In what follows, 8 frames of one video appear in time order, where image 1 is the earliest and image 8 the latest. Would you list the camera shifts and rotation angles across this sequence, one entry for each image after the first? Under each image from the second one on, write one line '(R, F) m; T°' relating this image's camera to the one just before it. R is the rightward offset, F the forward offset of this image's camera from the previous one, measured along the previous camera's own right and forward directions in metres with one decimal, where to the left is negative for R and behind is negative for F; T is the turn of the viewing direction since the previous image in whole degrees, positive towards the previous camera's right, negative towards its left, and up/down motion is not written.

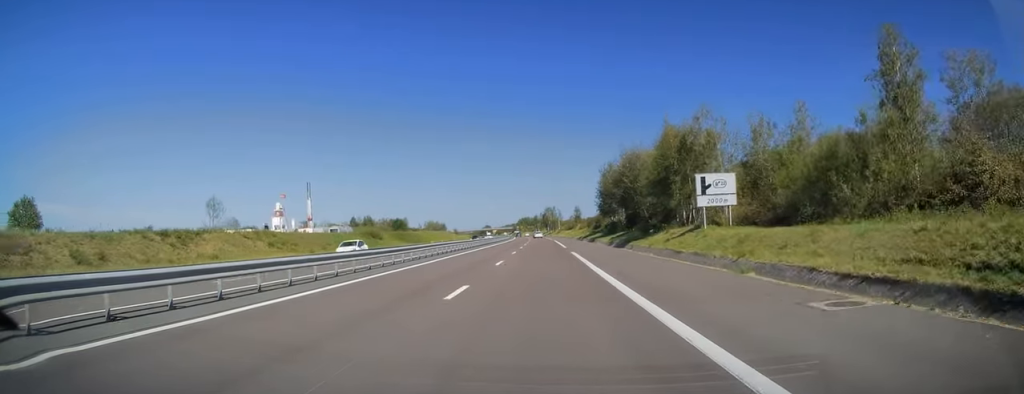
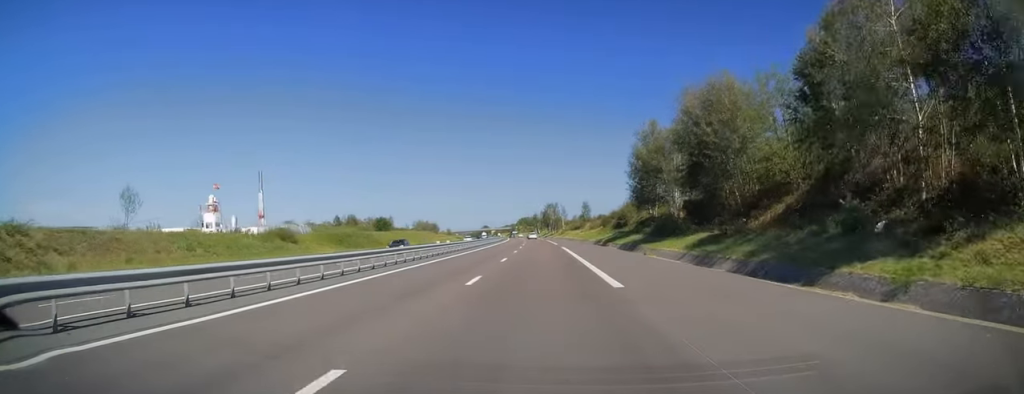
(+0.4, +35.4) m; 0°
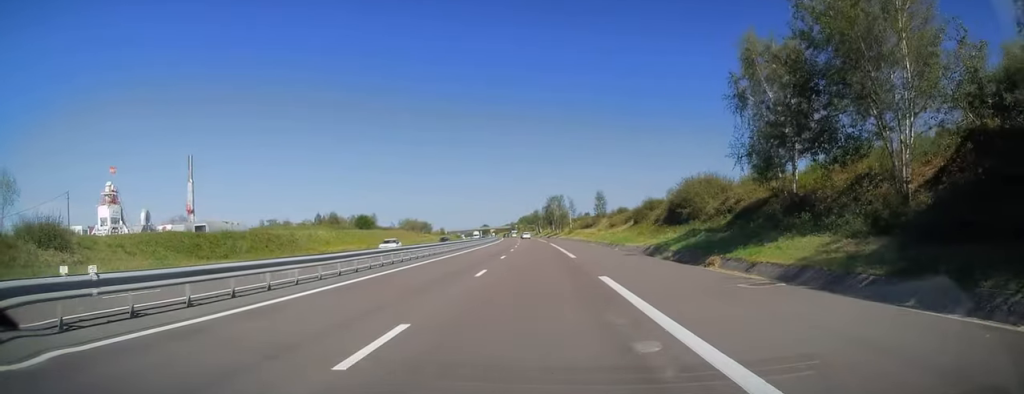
(-0.5, +35.9) m; -1°
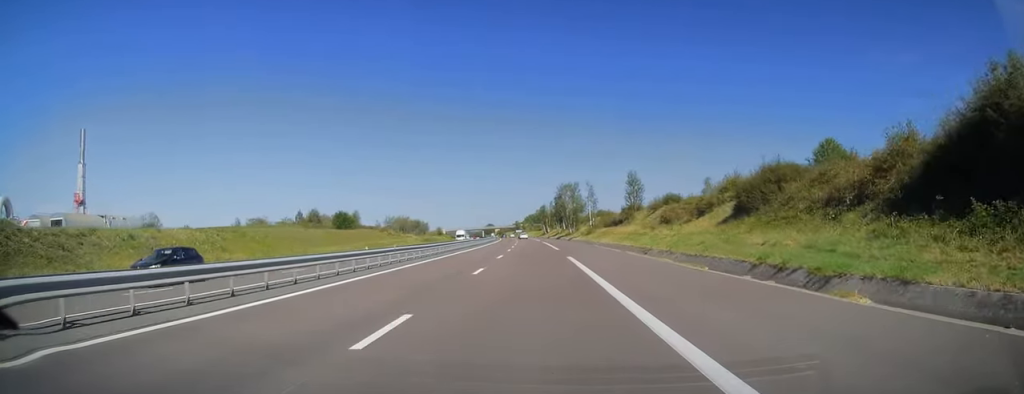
(-0.4, +37.8) m; -1°
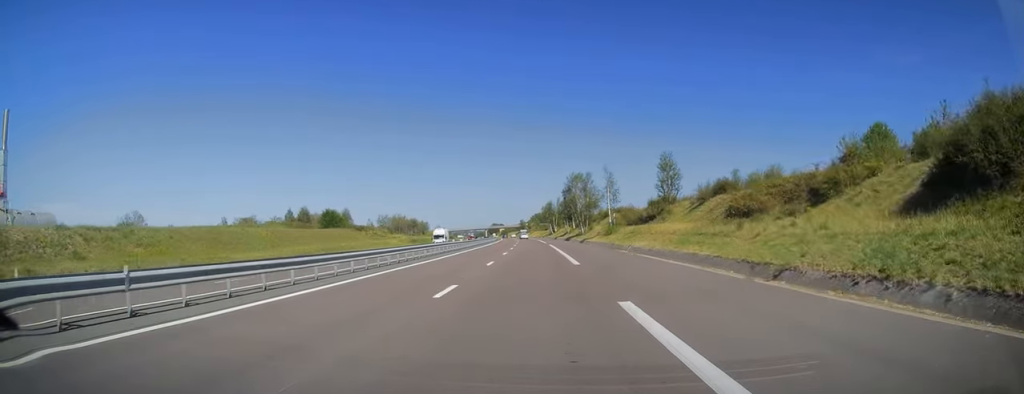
(-0.1, +20.2) m; 0°
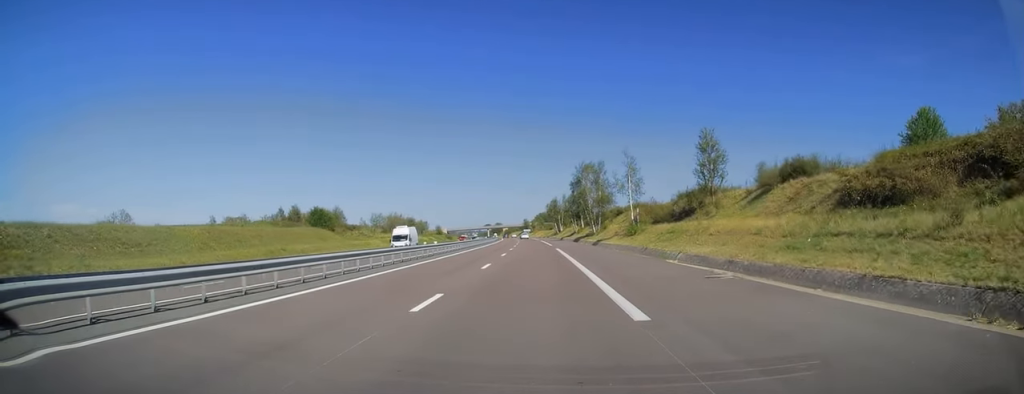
(0.0, +15.2) m; 0°
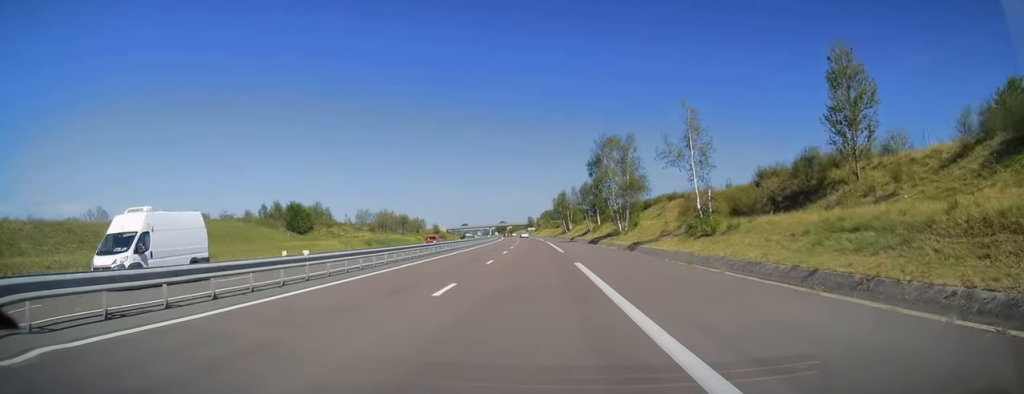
(0.0, +23.6) m; -1°
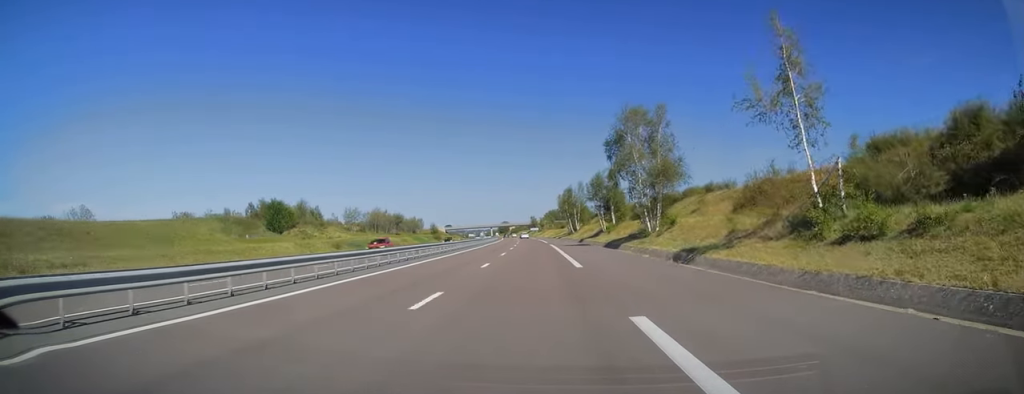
(0.0, +15.2) m; 0°
